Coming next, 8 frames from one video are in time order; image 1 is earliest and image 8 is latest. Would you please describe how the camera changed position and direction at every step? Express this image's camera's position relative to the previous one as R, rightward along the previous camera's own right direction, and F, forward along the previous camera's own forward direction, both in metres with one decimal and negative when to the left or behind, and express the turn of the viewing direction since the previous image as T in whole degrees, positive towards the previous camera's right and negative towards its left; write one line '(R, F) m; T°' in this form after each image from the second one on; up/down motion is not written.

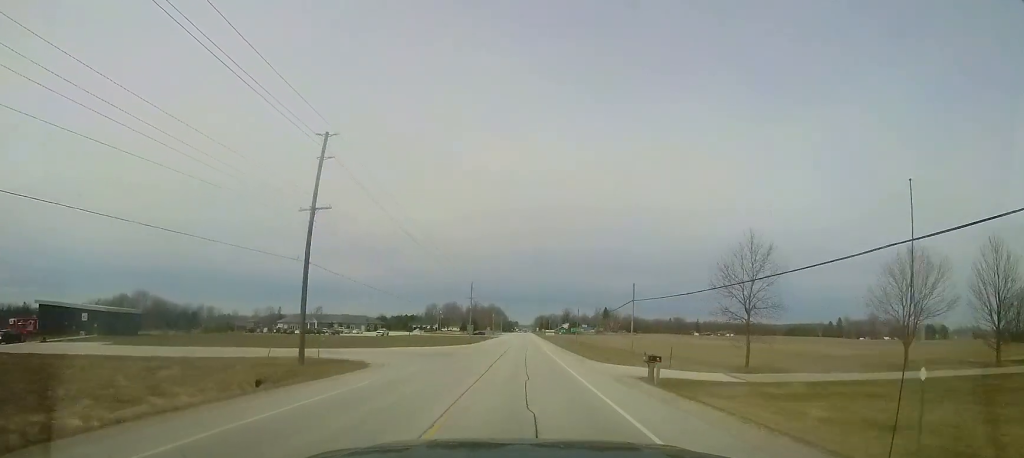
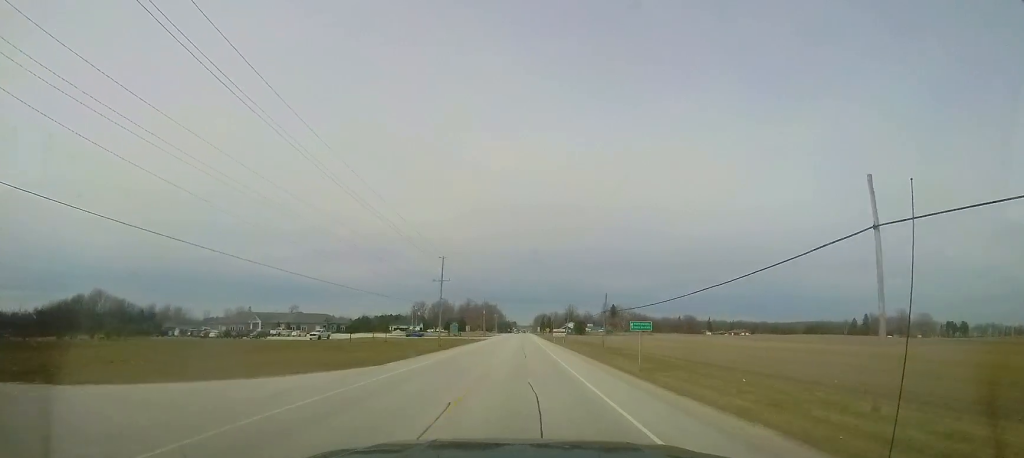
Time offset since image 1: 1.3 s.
(0.0, +32.8) m; 0°
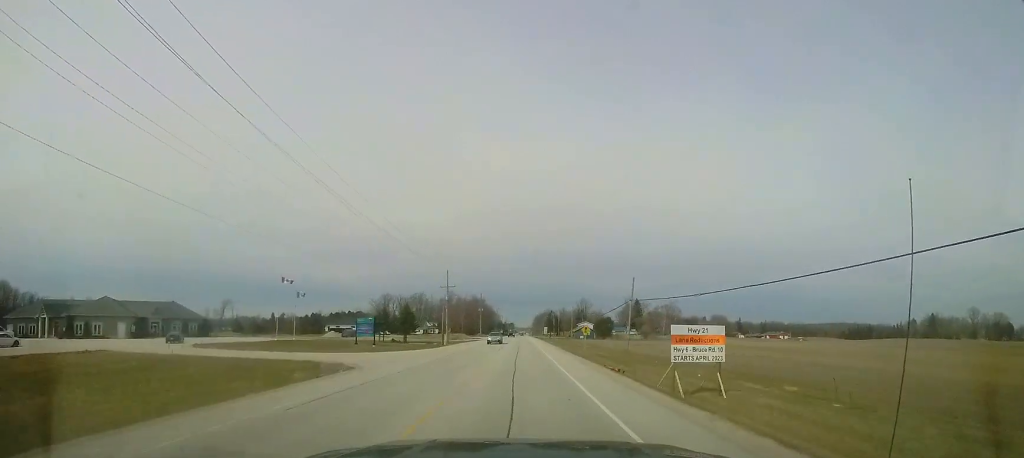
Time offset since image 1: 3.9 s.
(+0.5, +65.8) m; 0°
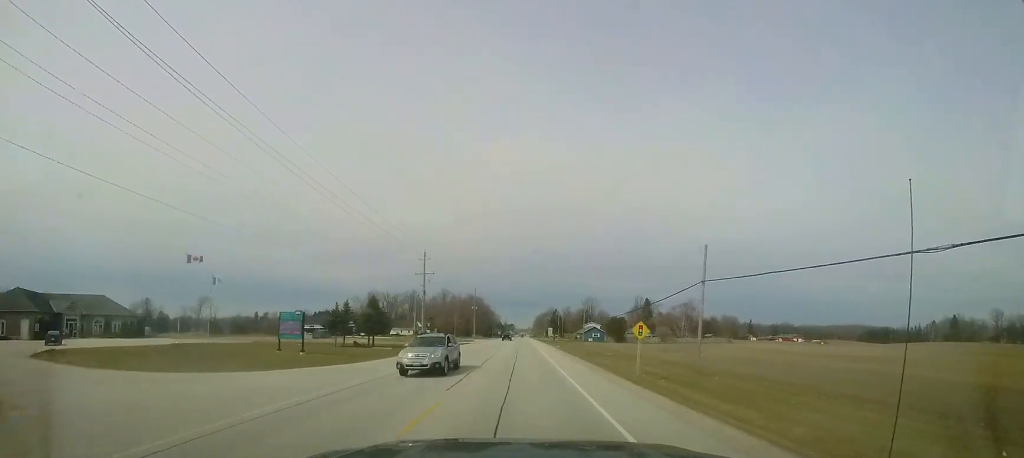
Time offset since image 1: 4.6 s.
(-0.1, +18.3) m; 0°
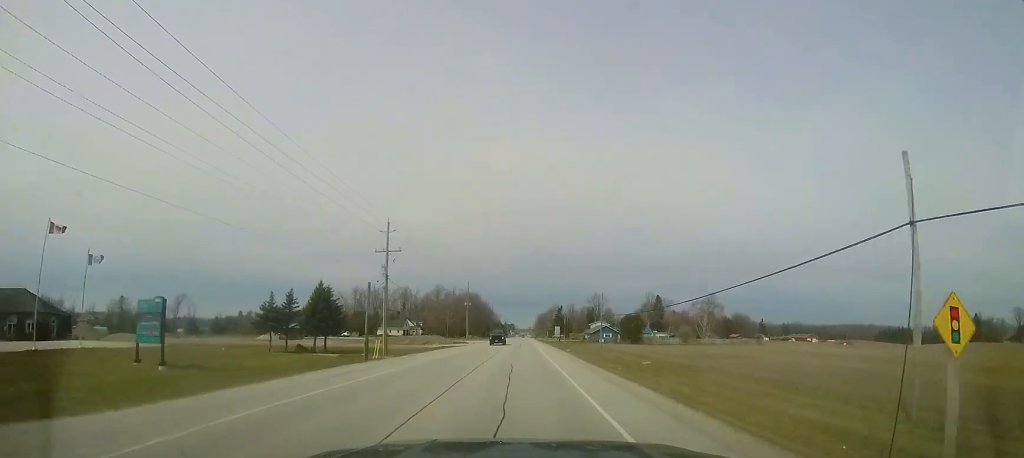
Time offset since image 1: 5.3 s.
(0.0, +16.3) m; 0°
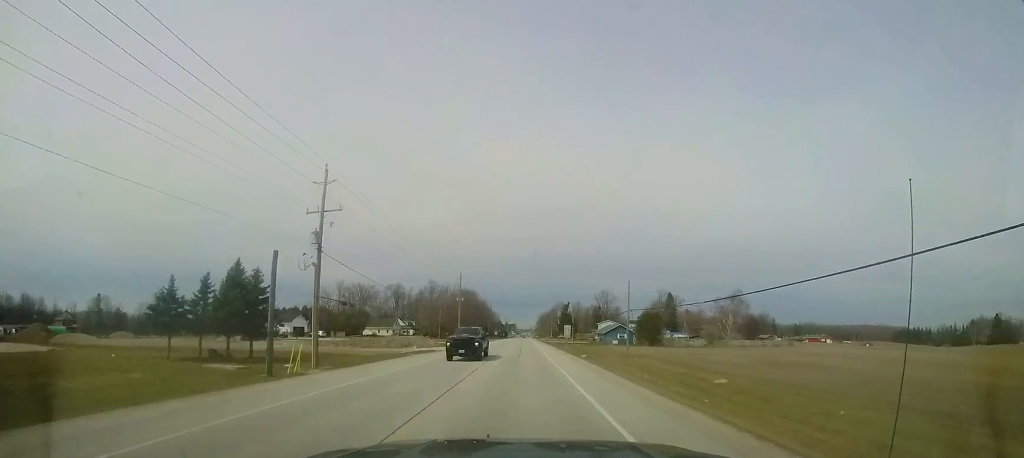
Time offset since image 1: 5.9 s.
(+0.2, +14.4) m; -1°
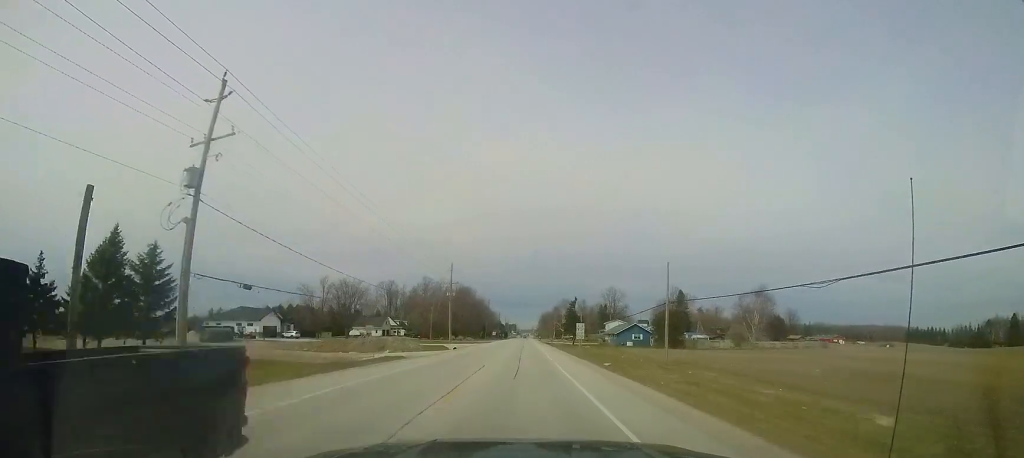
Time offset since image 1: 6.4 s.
(+0.1, +12.0) m; 0°
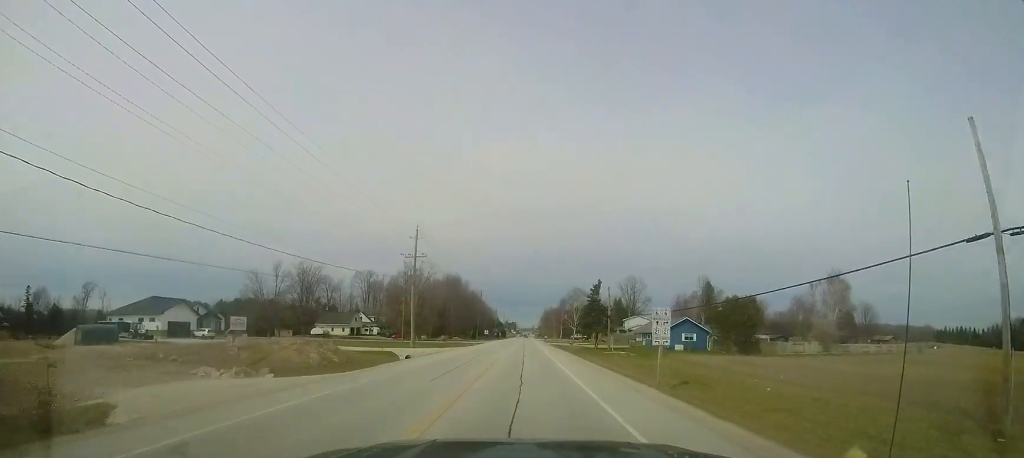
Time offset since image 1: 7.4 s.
(-0.5, +25.8) m; -1°
